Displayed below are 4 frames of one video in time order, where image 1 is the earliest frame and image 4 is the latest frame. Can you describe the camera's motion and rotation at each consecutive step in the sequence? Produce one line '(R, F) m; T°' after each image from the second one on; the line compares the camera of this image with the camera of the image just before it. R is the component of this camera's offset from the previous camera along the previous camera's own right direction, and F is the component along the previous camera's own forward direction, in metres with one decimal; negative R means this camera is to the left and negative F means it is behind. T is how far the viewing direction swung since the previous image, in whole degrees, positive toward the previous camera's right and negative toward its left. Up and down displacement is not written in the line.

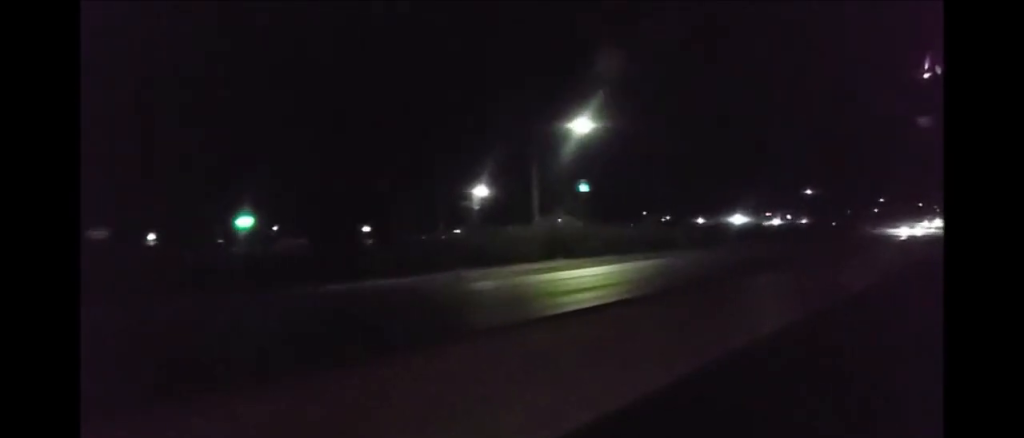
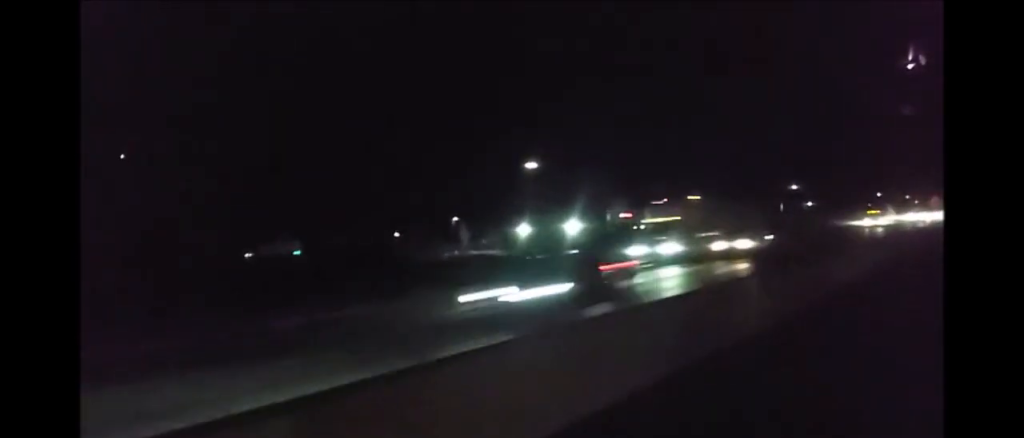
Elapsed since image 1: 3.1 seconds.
(0.0, +102.8) m; 0°
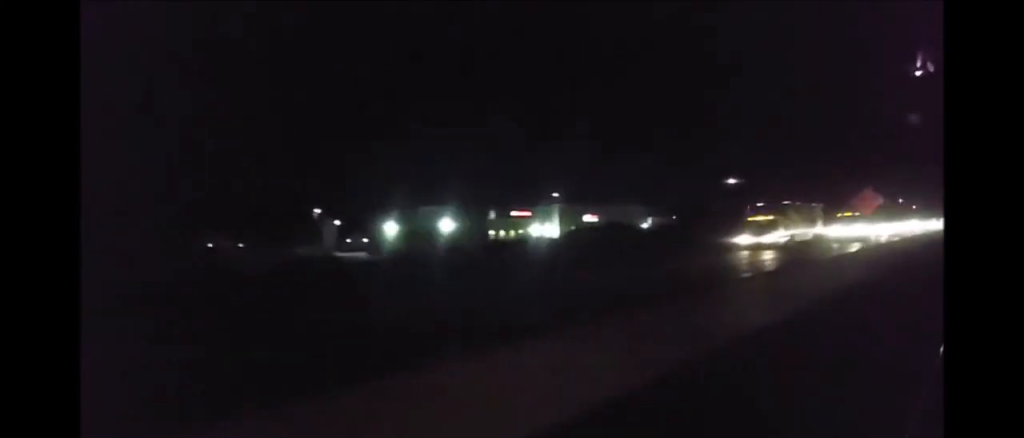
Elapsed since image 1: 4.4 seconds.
(-0.6, +41.6) m; -1°
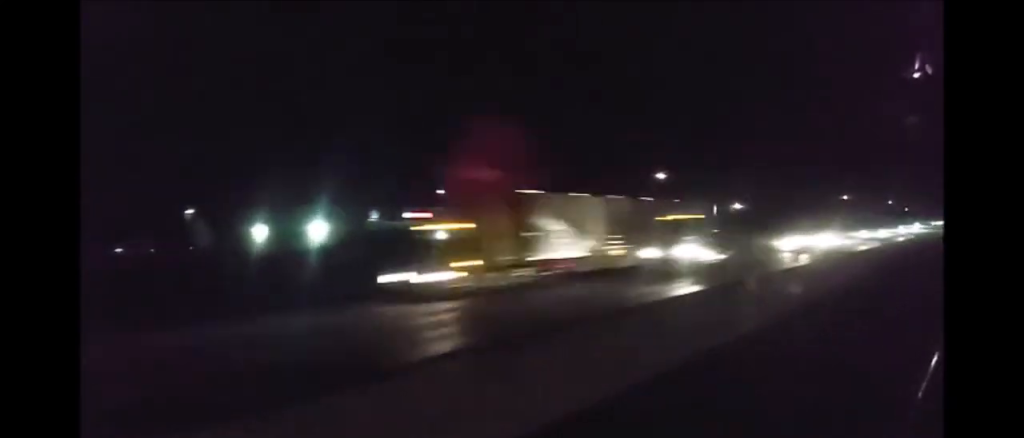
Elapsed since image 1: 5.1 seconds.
(0.0, +23.2) m; 0°
